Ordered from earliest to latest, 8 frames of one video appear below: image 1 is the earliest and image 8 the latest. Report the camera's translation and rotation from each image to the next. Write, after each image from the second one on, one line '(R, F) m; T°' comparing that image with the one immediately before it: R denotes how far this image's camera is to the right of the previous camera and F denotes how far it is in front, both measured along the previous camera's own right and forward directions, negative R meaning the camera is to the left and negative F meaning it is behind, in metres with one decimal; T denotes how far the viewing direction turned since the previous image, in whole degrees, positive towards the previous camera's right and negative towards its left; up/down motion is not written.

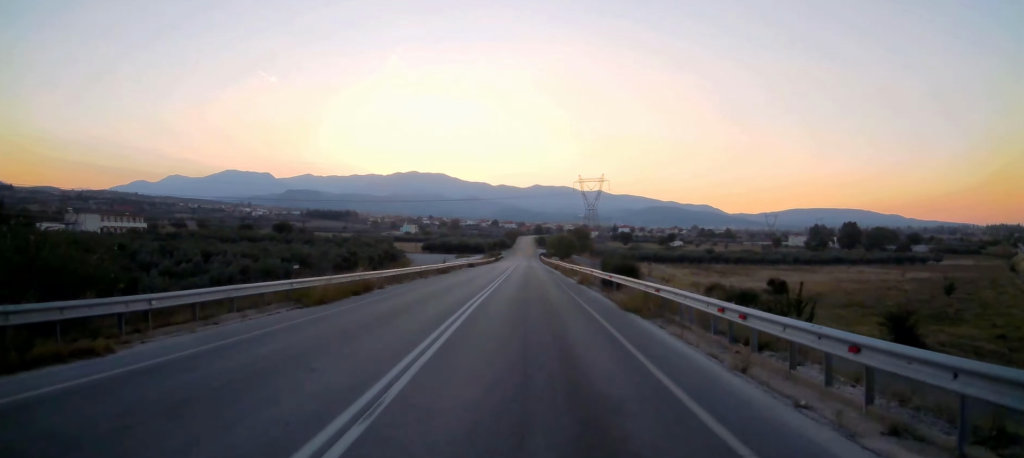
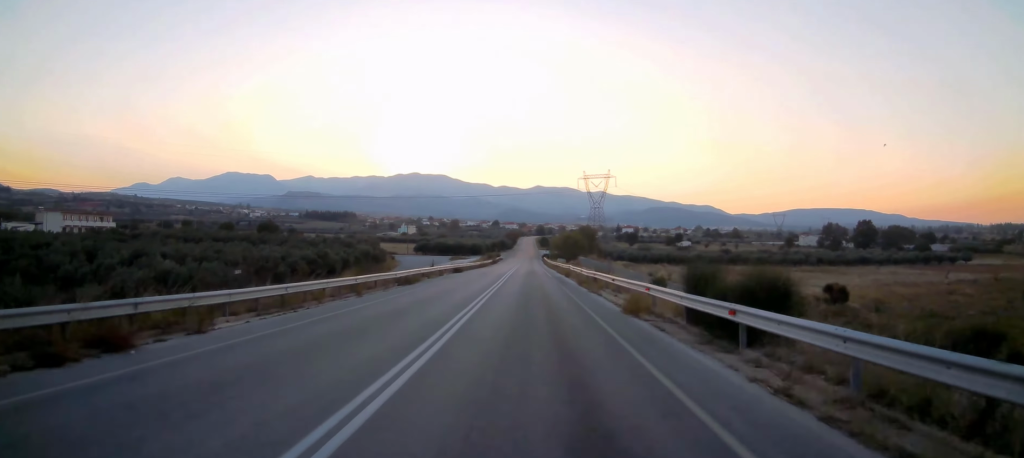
(0.0, +16.5) m; 0°
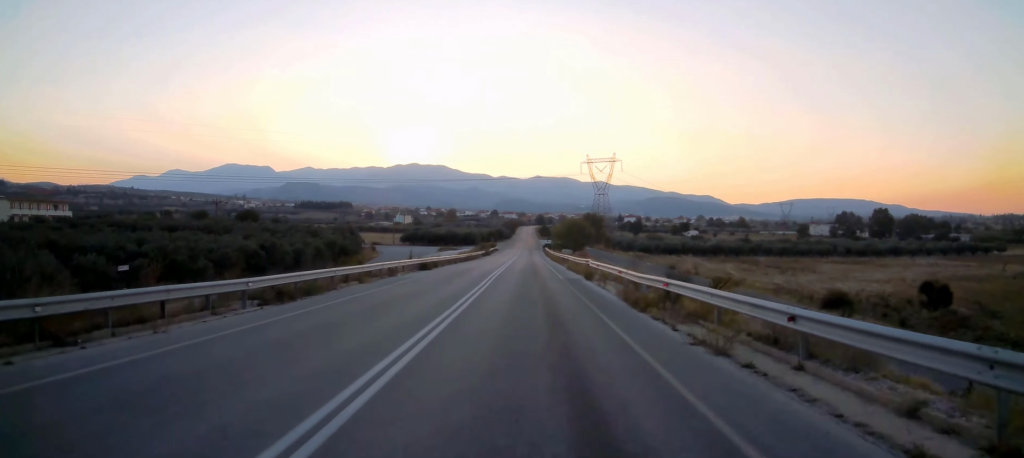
(0.0, +18.6) m; 0°
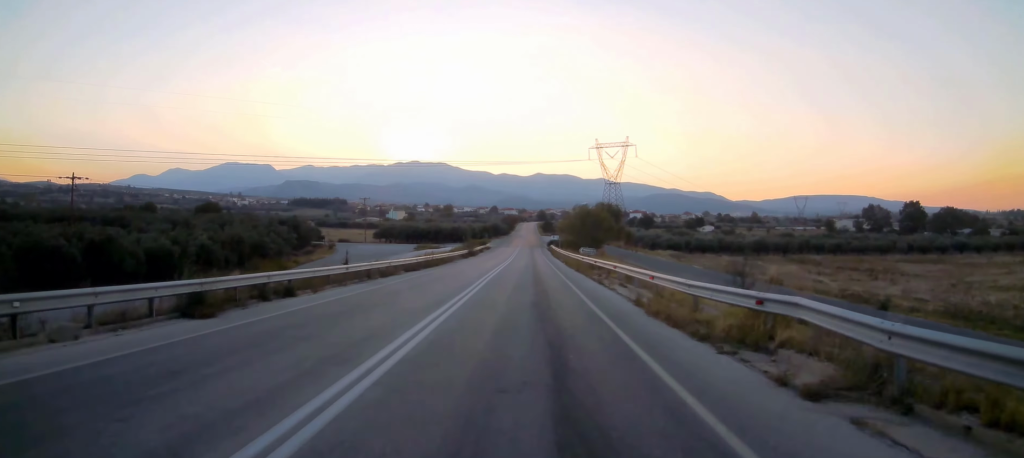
(-0.4, +30.2) m; -1°
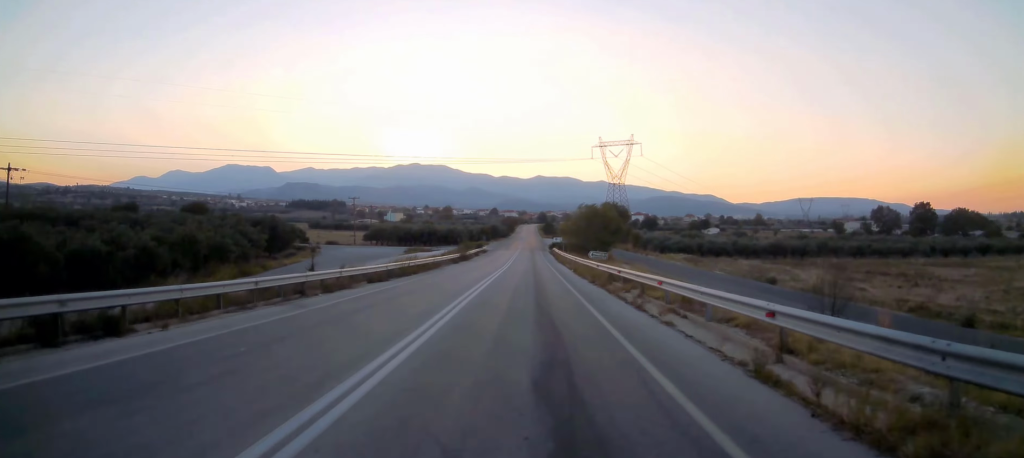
(+0.2, +8.9) m; 0°
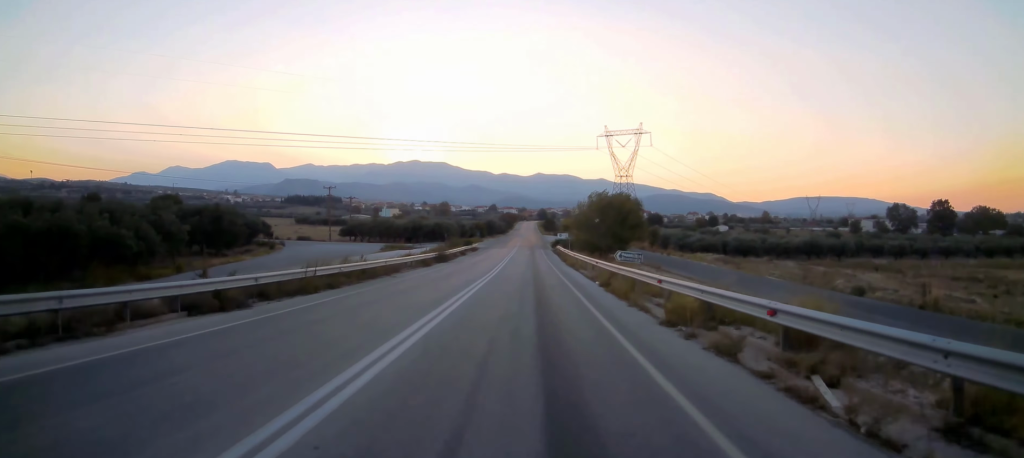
(0.0, +15.9) m; 0°
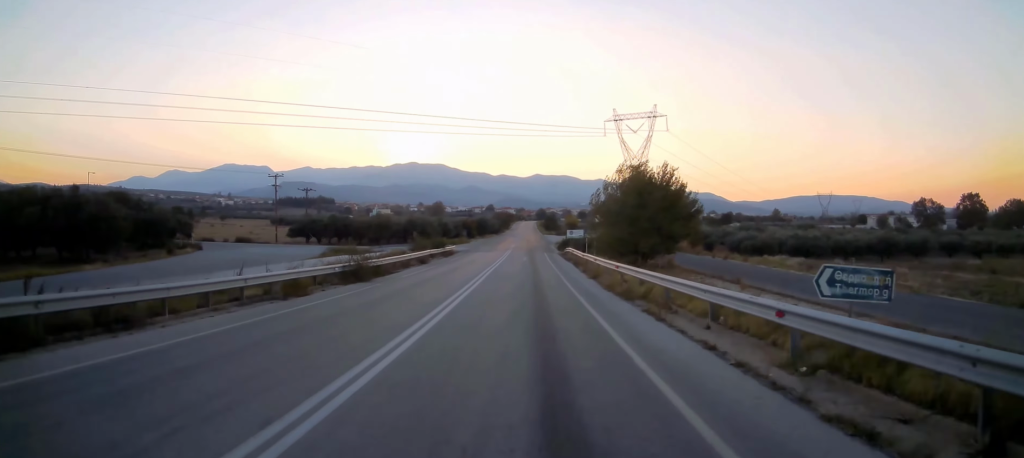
(-0.1, +24.5) m; 0°
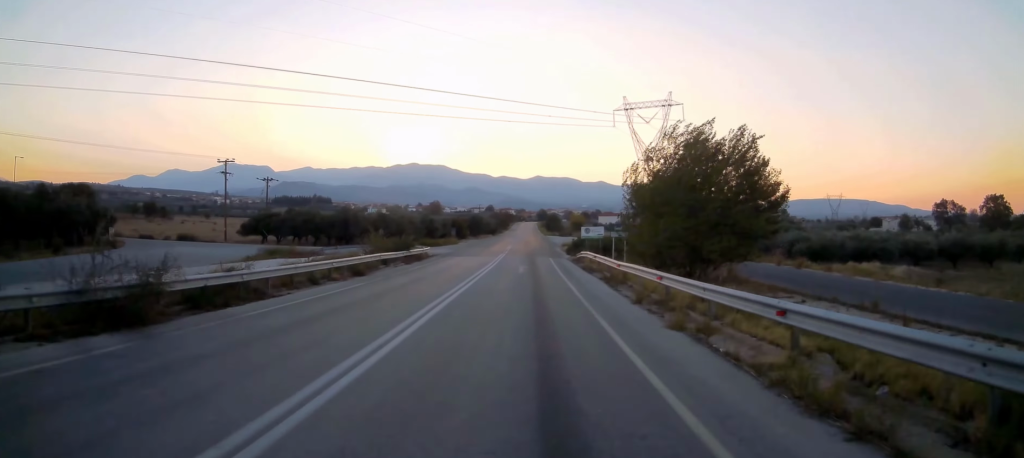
(0.0, +16.3) m; 0°
